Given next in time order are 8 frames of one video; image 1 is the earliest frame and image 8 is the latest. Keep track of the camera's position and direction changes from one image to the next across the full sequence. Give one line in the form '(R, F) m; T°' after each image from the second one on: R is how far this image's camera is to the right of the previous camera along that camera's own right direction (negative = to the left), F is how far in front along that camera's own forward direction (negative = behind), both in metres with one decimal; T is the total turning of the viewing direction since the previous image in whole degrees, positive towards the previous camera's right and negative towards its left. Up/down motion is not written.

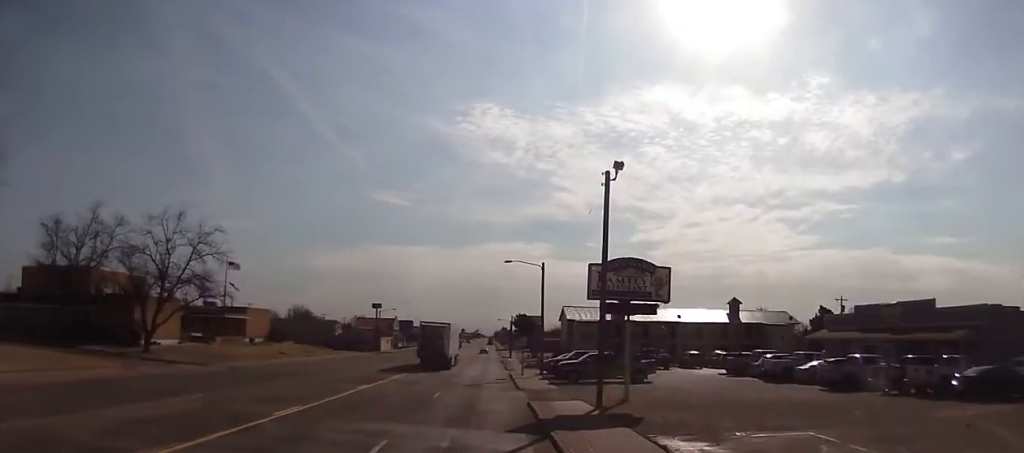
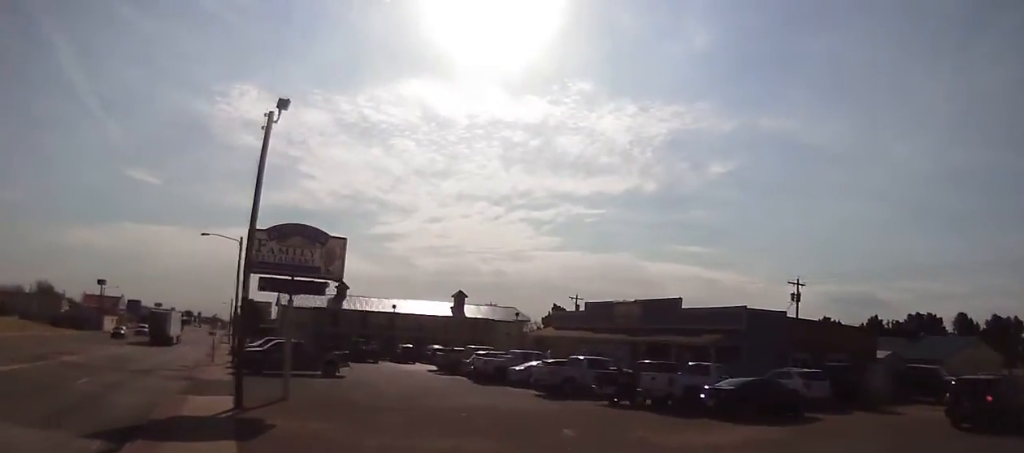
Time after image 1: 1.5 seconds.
(+0.8, +5.3) m; +26°
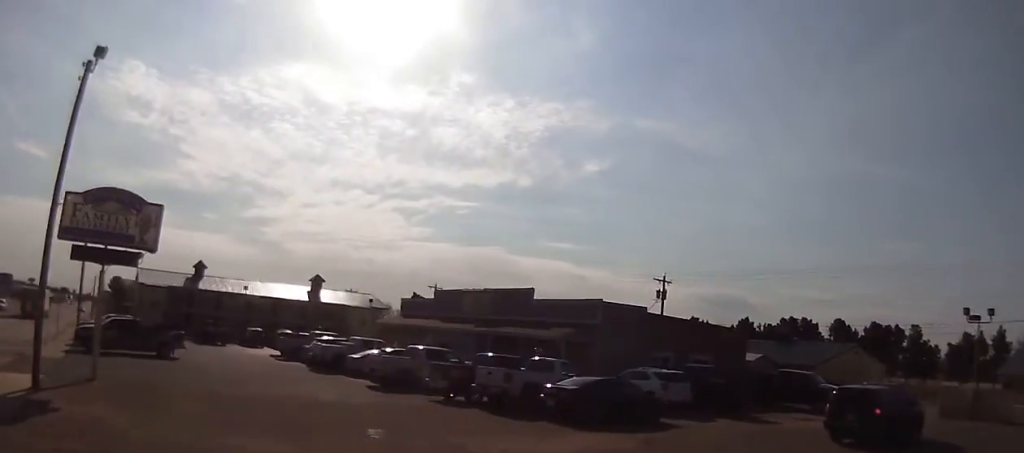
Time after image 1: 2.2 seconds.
(+0.5, +2.3) m; +20°
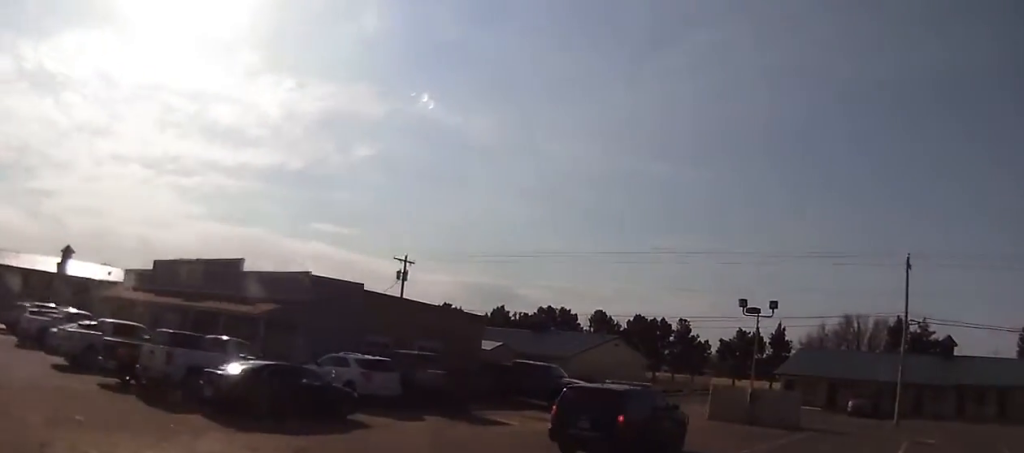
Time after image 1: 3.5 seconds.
(+1.1, +4.4) m; +24°
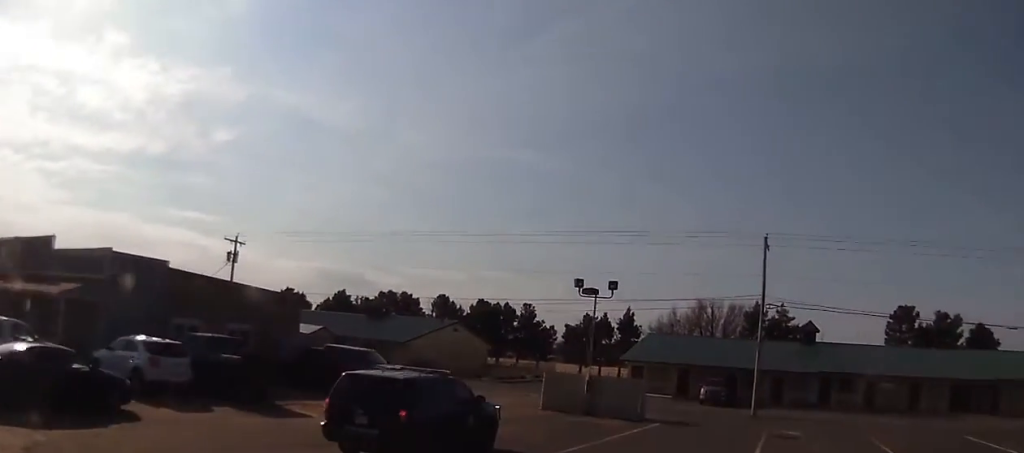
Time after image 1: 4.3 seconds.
(+0.3, +3.3) m; +8°
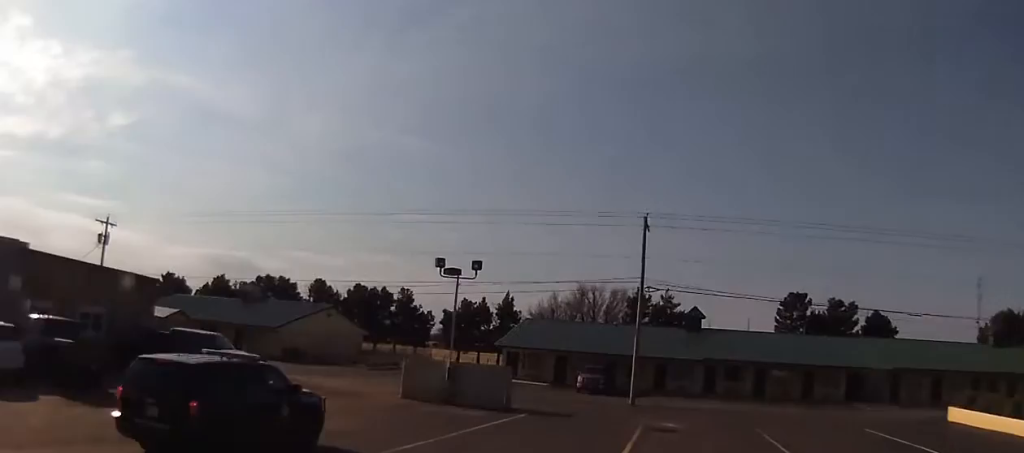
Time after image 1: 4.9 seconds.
(+0.2, +2.6) m; +10°
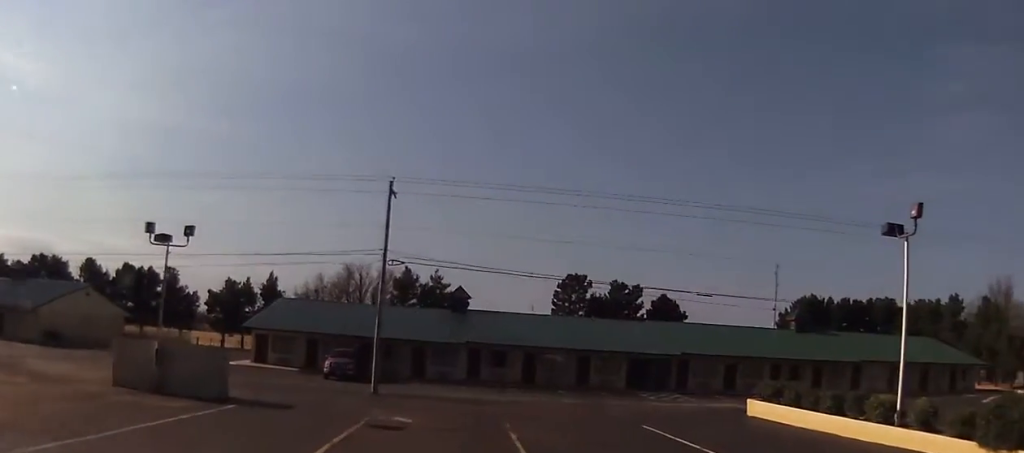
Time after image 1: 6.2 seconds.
(+1.1, +5.1) m; +17°
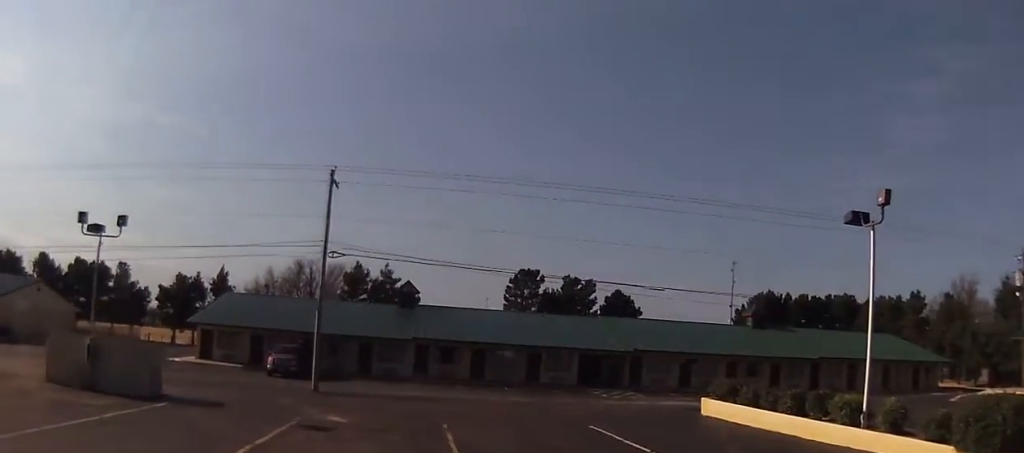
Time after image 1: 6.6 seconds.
(+0.1, +1.5) m; +3°
